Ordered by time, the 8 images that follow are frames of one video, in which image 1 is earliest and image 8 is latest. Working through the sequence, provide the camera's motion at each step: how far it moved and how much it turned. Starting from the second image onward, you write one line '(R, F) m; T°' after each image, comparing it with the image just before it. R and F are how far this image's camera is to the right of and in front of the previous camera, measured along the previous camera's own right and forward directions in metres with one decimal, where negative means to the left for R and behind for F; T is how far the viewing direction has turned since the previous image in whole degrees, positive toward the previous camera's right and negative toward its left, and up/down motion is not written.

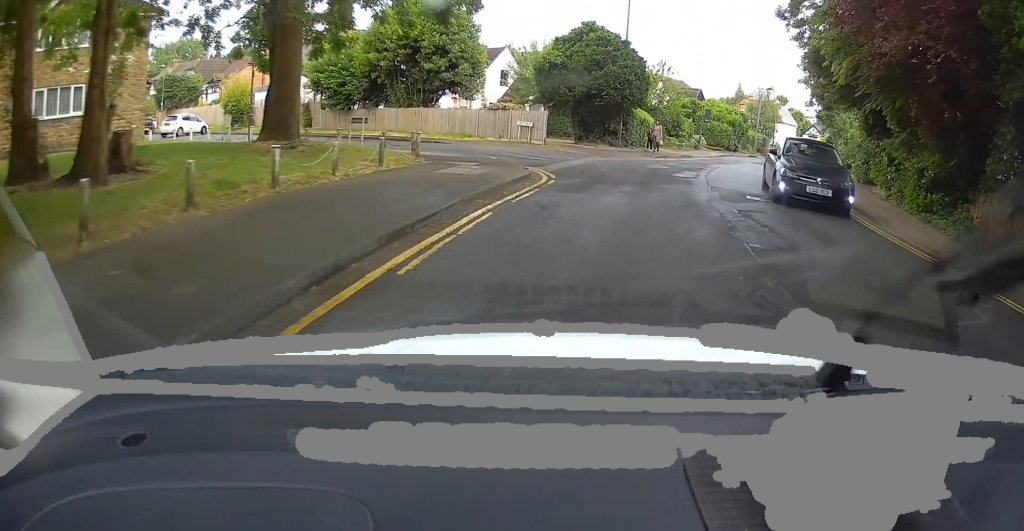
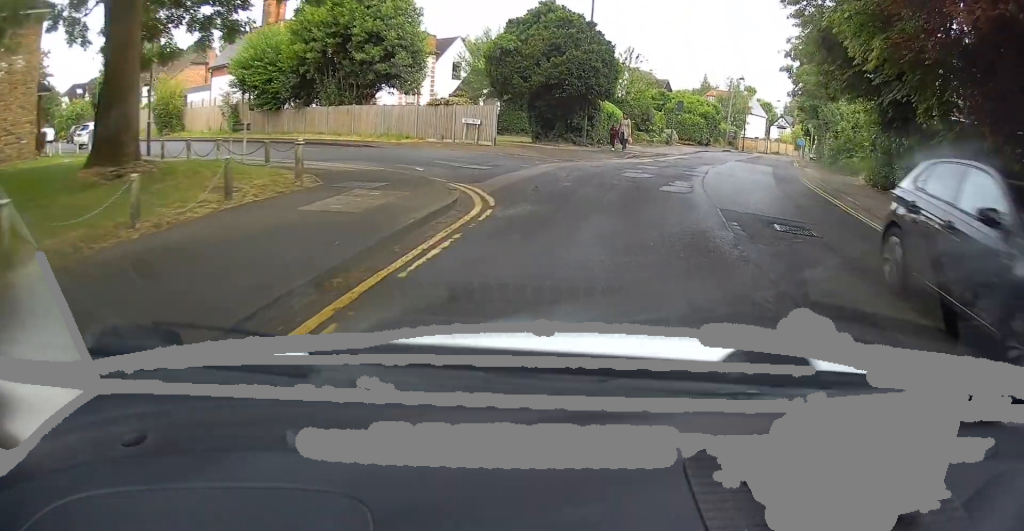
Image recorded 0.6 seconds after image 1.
(+0.2, +4.5) m; +4°
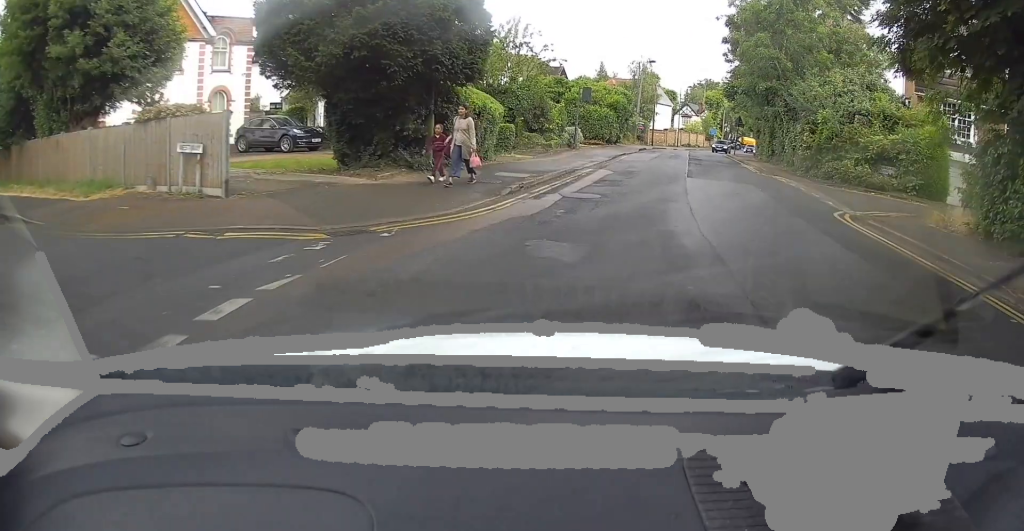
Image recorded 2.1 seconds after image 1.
(+1.4, +12.2) m; +8°
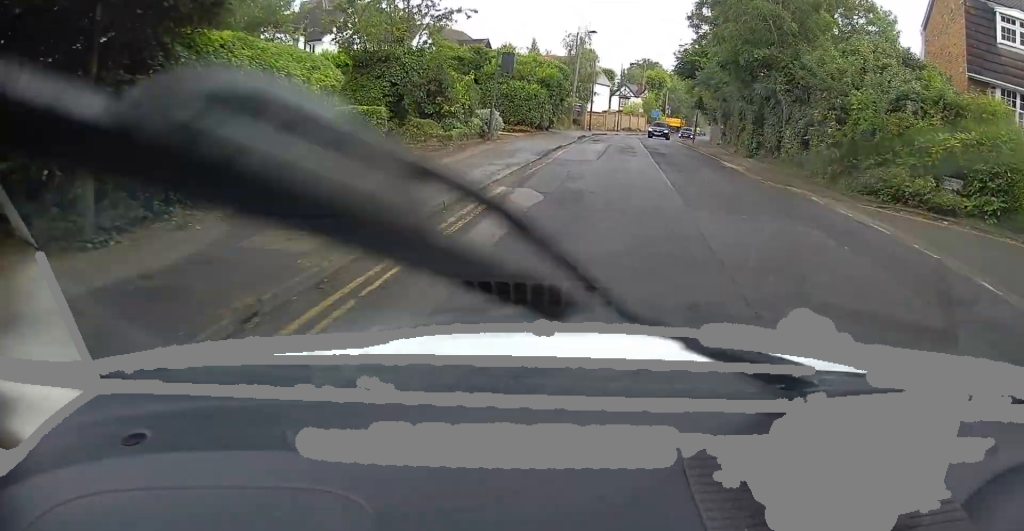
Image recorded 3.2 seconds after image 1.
(0.0, +9.1) m; +4°
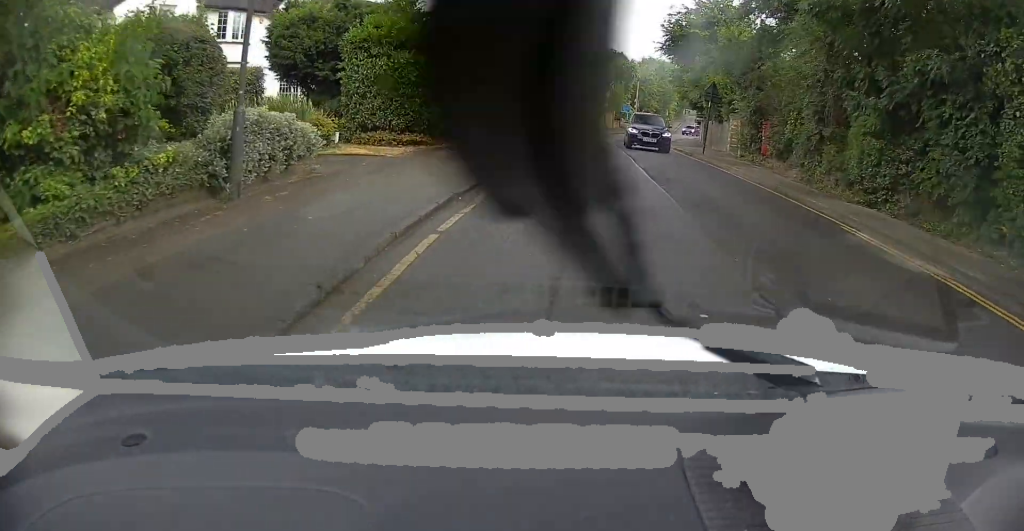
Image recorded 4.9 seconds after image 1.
(+1.1, +14.9) m; +4°
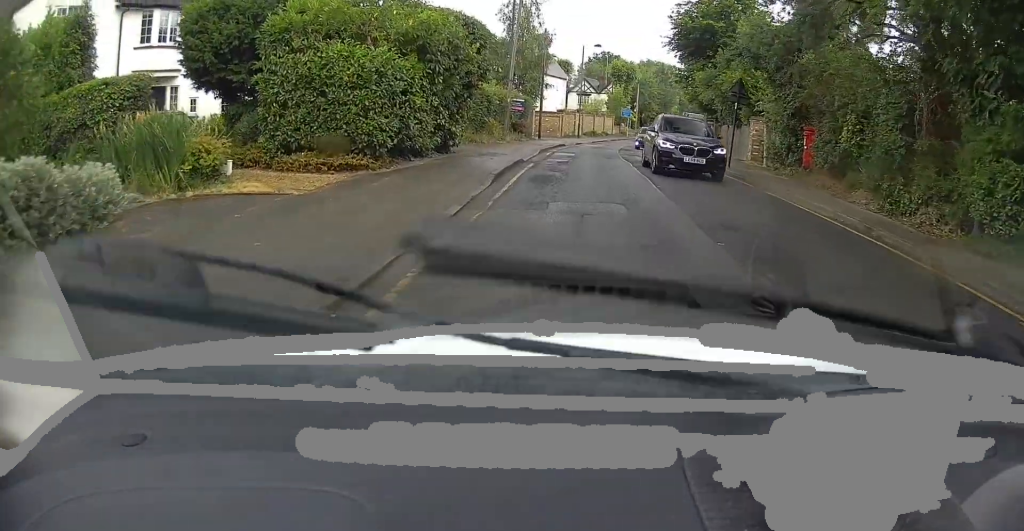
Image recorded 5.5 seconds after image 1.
(0.0, +5.0) m; +1°
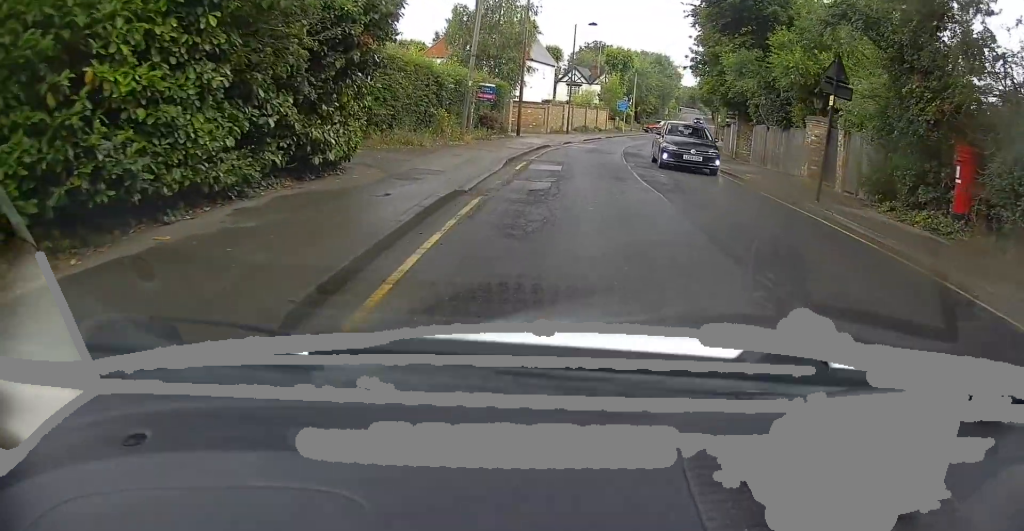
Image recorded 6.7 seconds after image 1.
(+0.2, +9.6) m; +2°
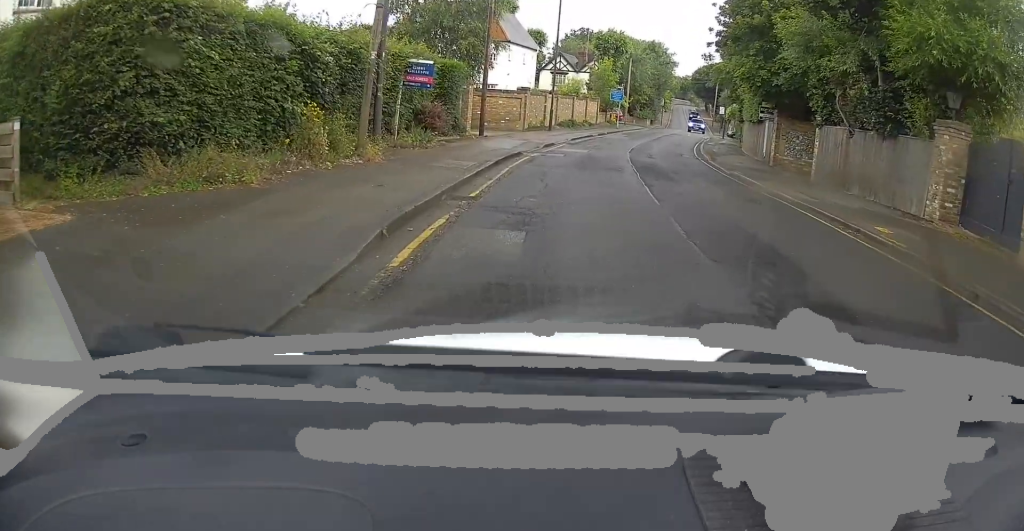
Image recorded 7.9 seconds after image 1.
(+0.1, +9.3) m; +1°
